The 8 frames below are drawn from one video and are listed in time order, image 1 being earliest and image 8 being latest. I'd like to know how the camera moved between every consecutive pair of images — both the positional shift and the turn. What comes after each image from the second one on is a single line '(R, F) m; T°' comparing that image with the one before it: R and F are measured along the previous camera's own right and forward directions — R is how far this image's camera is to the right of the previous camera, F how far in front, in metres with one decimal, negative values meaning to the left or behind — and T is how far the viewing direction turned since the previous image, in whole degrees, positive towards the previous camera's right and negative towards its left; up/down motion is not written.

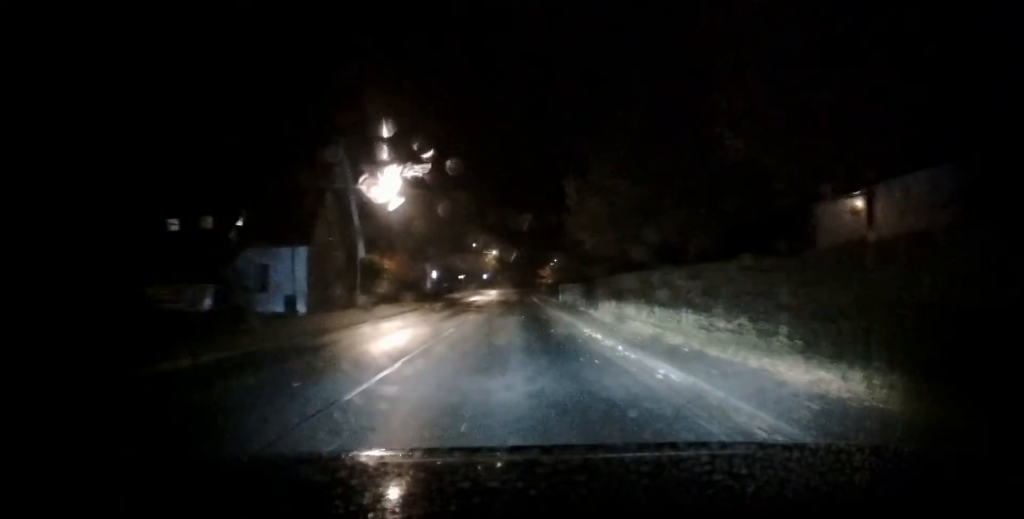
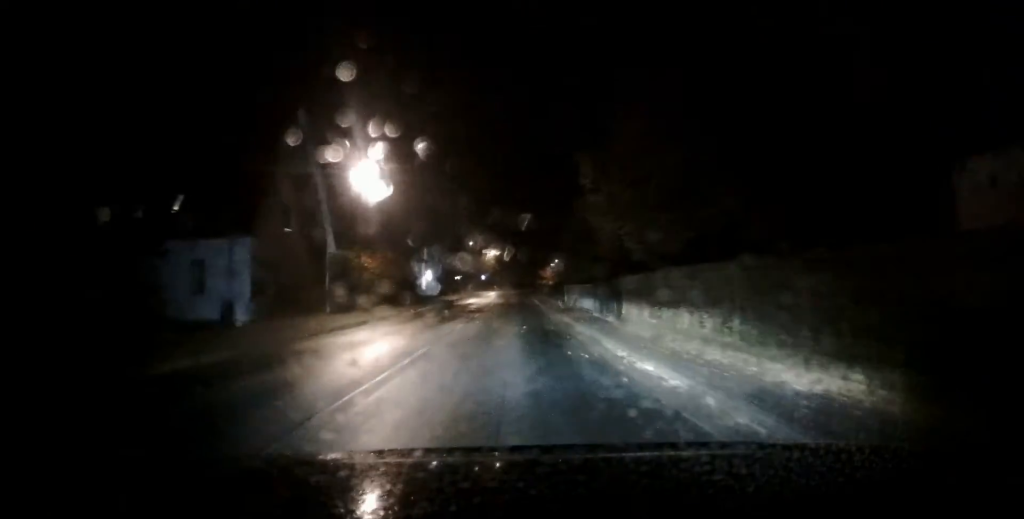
(+0.1, +5.9) m; 0°
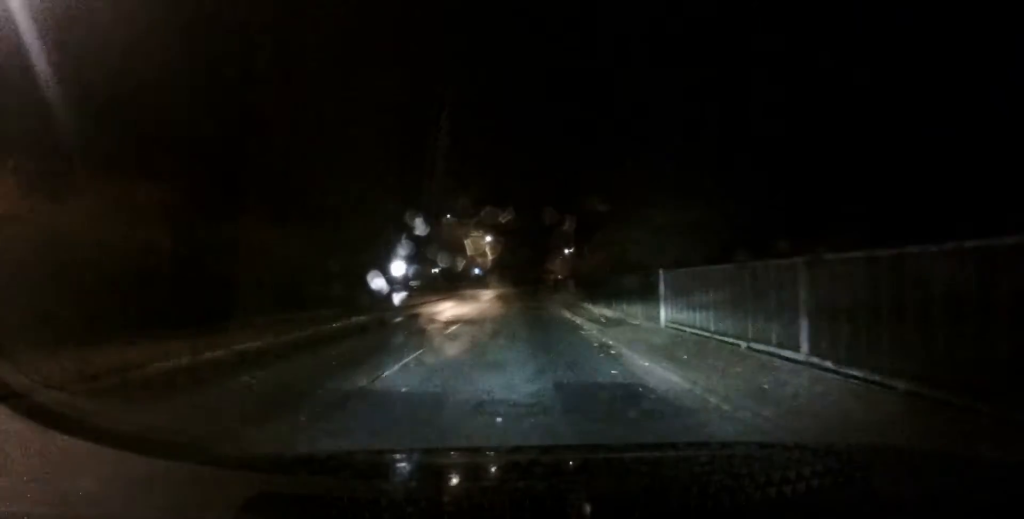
(0.0, +28.6) m; 0°
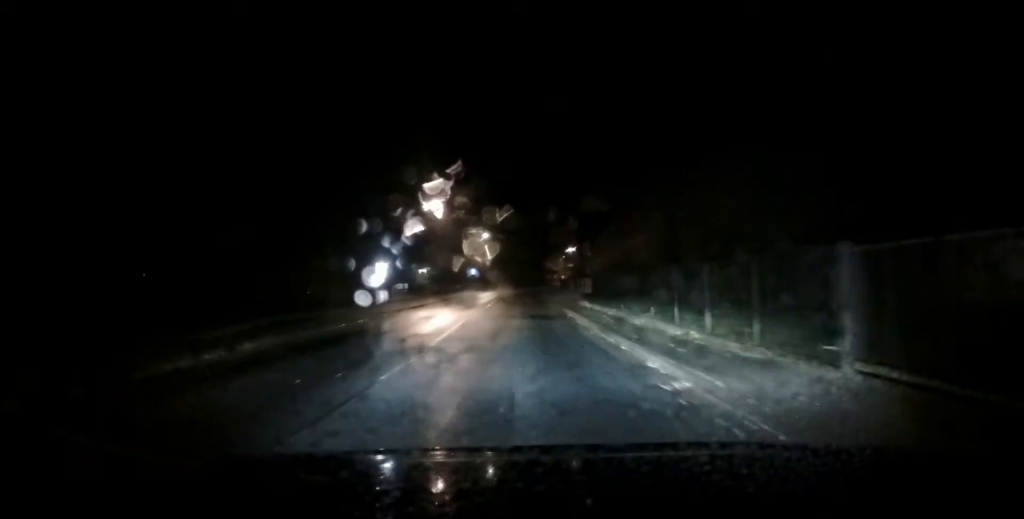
(+0.1, +9.2) m; 0°
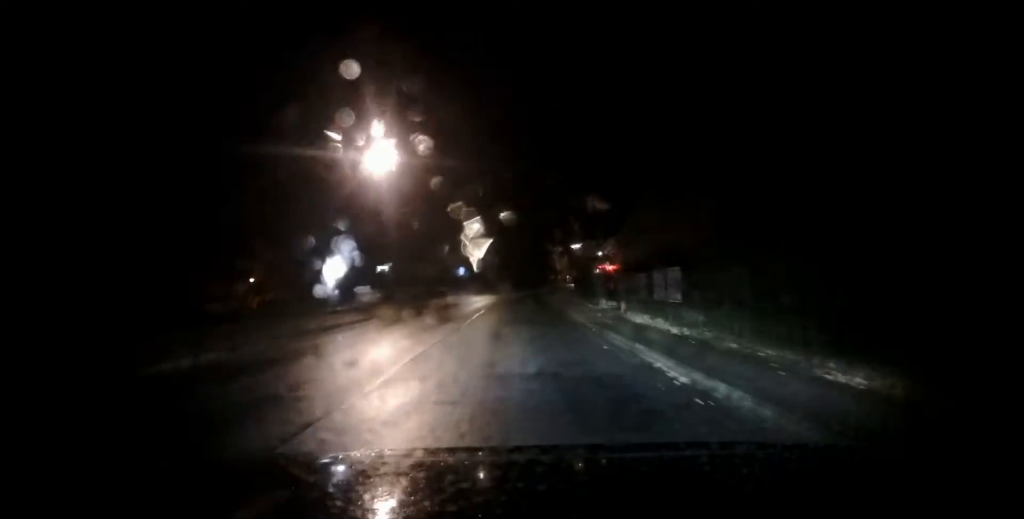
(-0.2, +17.1) m; 0°
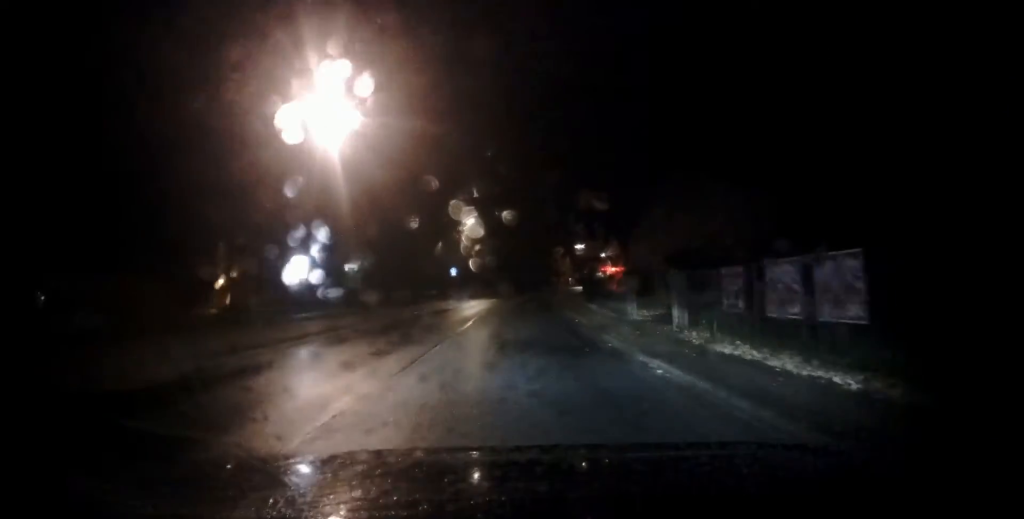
(+0.1, +7.7) m; +1°
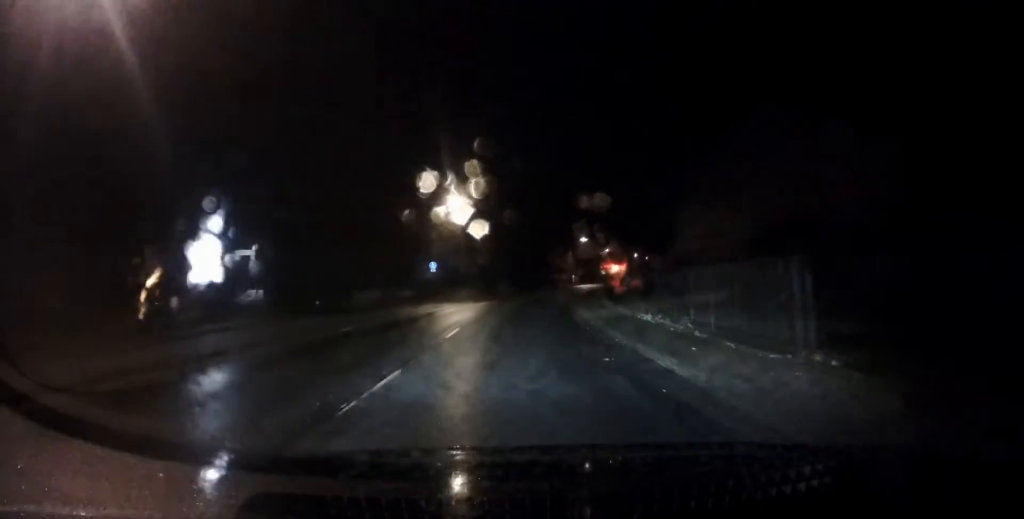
(+0.1, +13.3) m; 0°
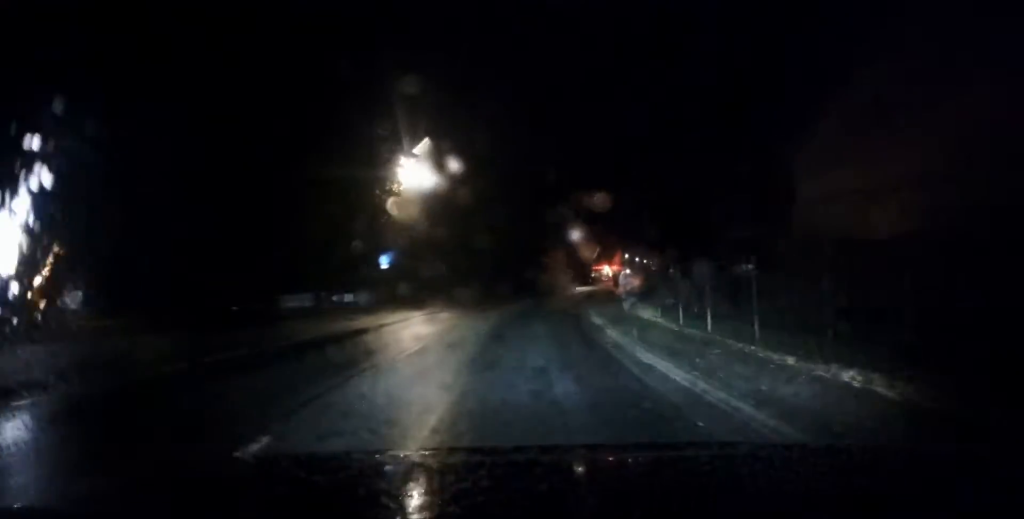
(0.0, +13.2) m; +2°
